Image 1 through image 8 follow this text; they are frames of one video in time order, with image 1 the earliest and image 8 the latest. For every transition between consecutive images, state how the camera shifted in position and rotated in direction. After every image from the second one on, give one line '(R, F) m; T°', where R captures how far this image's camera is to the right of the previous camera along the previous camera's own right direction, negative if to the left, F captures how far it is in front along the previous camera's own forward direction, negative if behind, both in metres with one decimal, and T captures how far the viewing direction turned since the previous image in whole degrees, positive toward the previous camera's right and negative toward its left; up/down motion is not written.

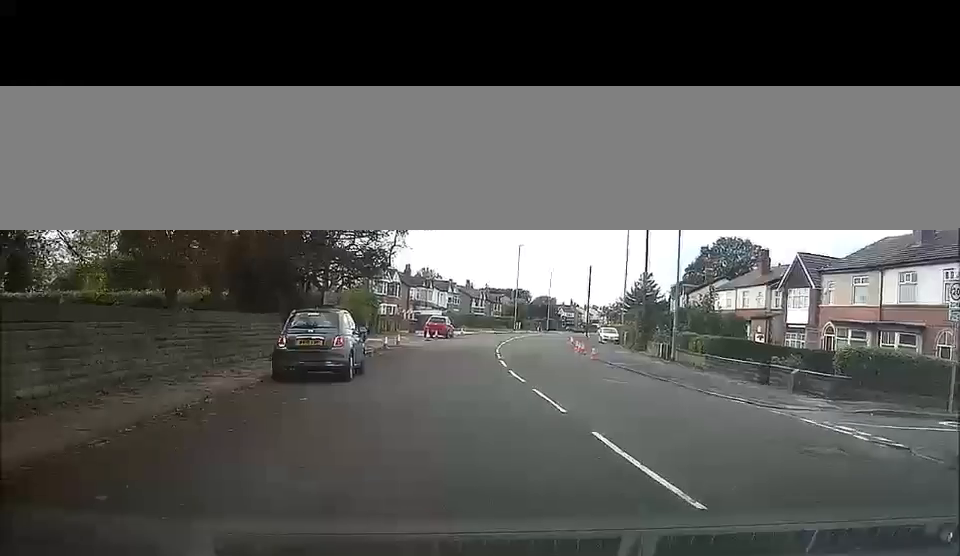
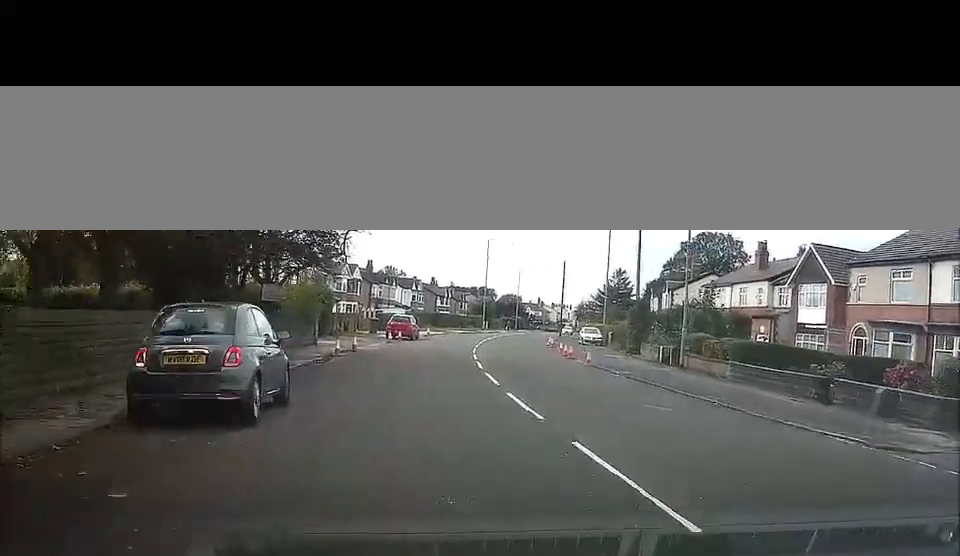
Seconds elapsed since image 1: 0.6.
(+0.2, +7.1) m; +1°
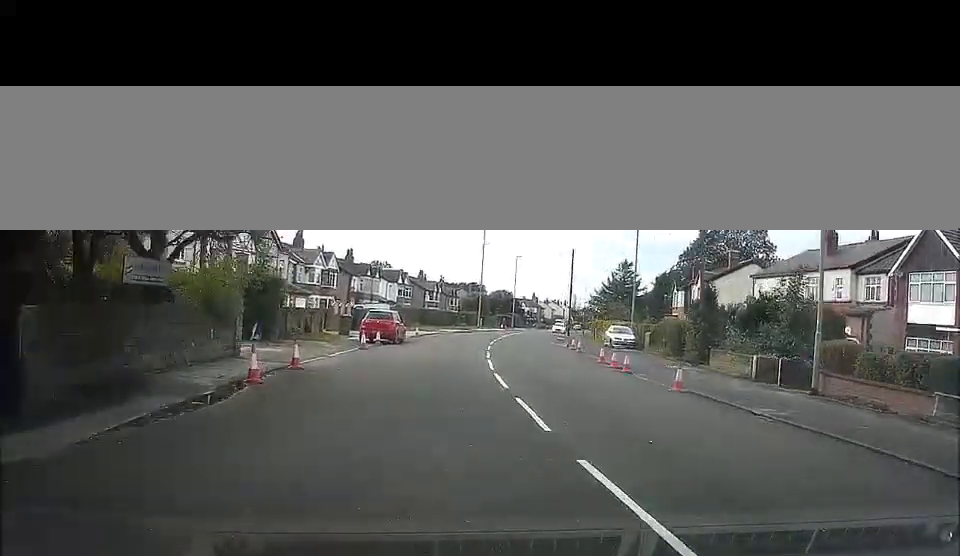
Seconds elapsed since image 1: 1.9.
(0.0, +13.5) m; +1°
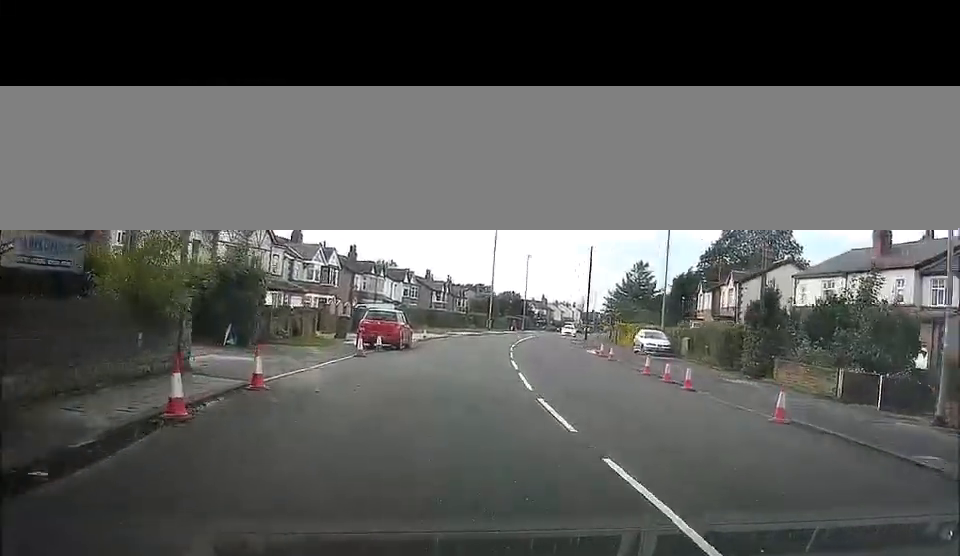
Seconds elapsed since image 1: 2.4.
(-0.1, +5.8) m; +1°
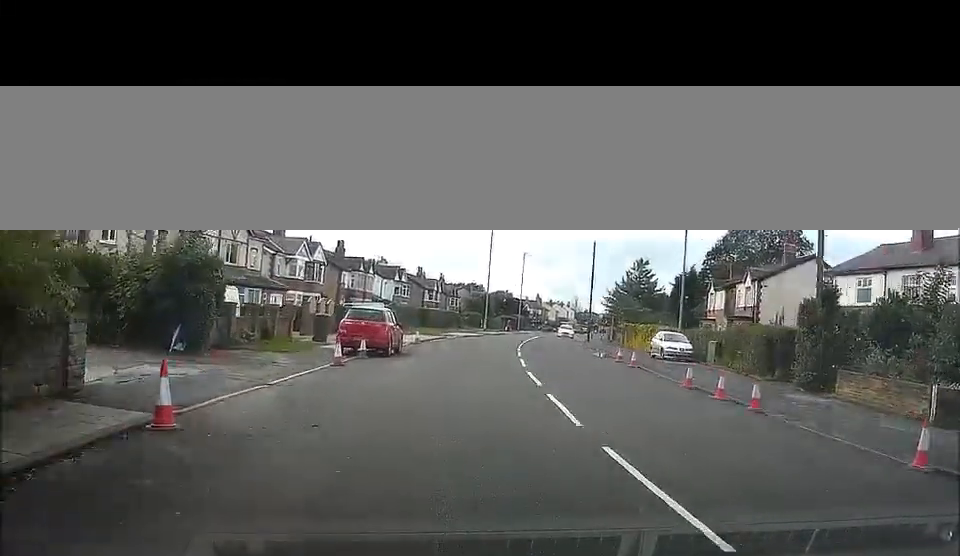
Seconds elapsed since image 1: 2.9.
(+0.1, +5.0) m; +1°
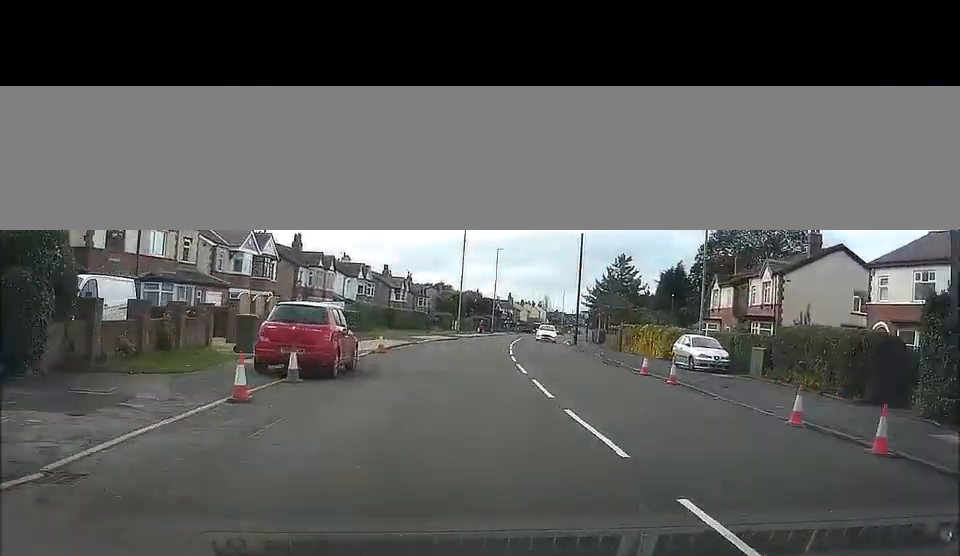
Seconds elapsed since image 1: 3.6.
(+0.3, +8.2) m; +2°
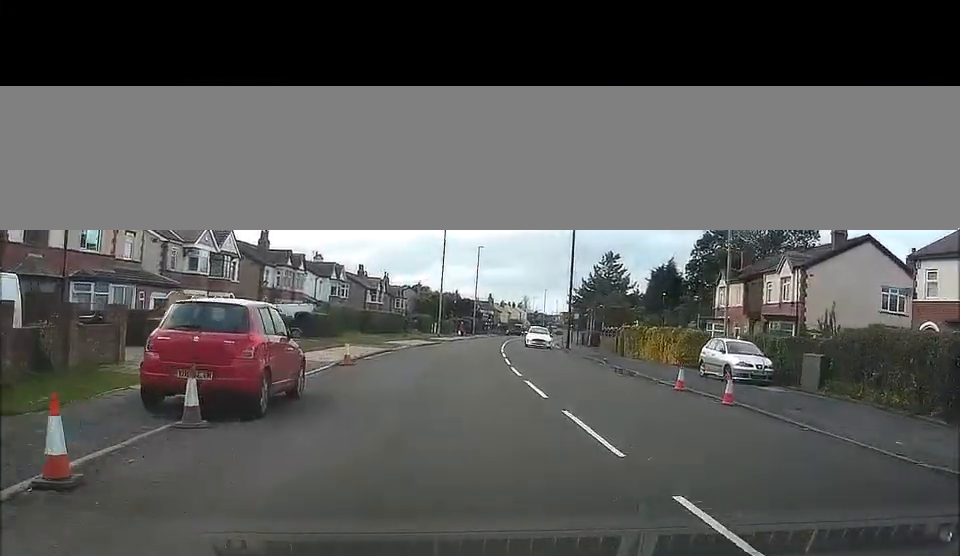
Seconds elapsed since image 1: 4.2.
(0.0, +5.9) m; 0°
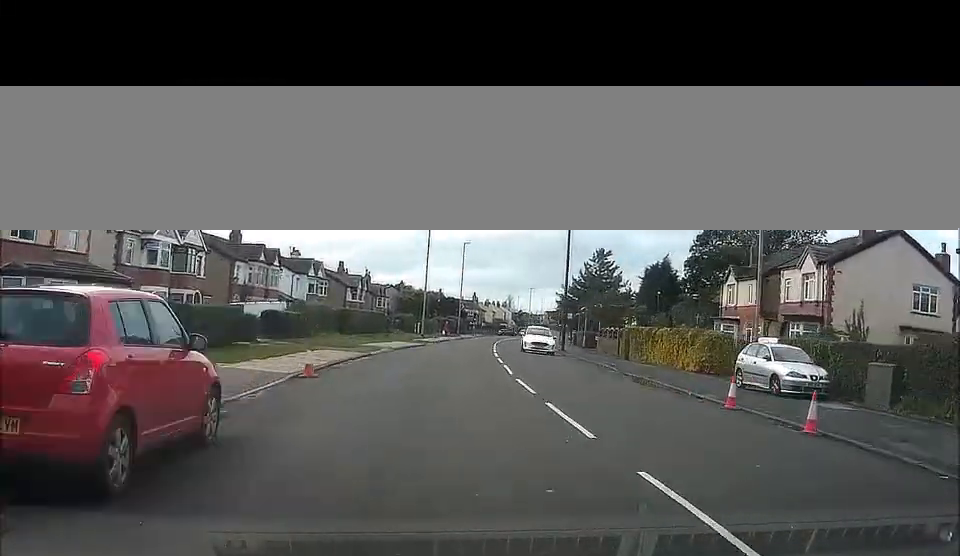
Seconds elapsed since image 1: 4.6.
(0.0, +4.8) m; 0°
